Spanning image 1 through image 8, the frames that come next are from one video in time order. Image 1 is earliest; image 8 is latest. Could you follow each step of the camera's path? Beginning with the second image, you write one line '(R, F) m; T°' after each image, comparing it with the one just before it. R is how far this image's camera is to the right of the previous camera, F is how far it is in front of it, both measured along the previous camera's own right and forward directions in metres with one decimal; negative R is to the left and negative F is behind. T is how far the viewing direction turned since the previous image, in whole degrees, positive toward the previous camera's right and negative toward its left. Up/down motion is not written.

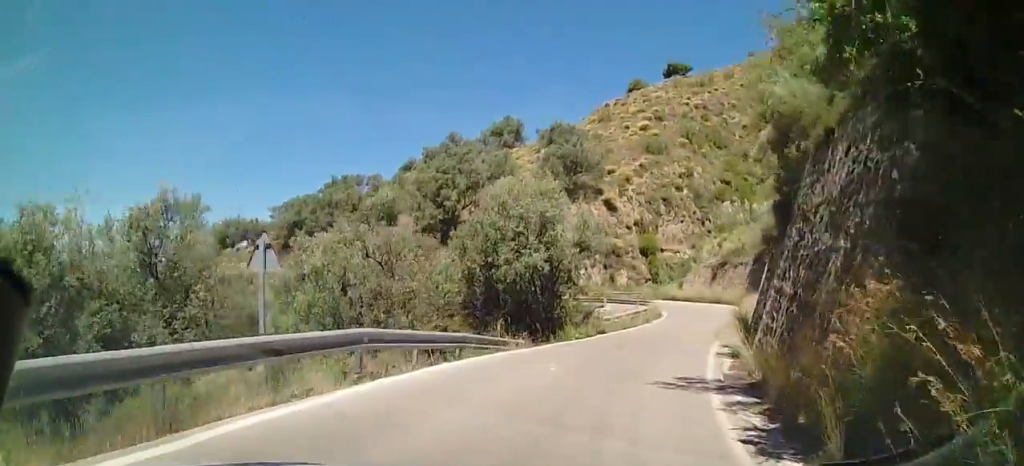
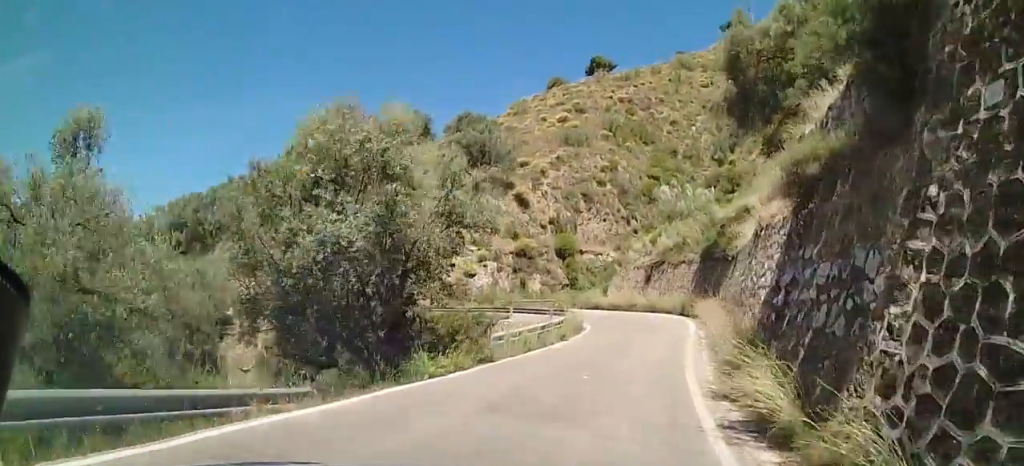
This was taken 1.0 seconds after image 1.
(+0.8, +8.7) m; +12°
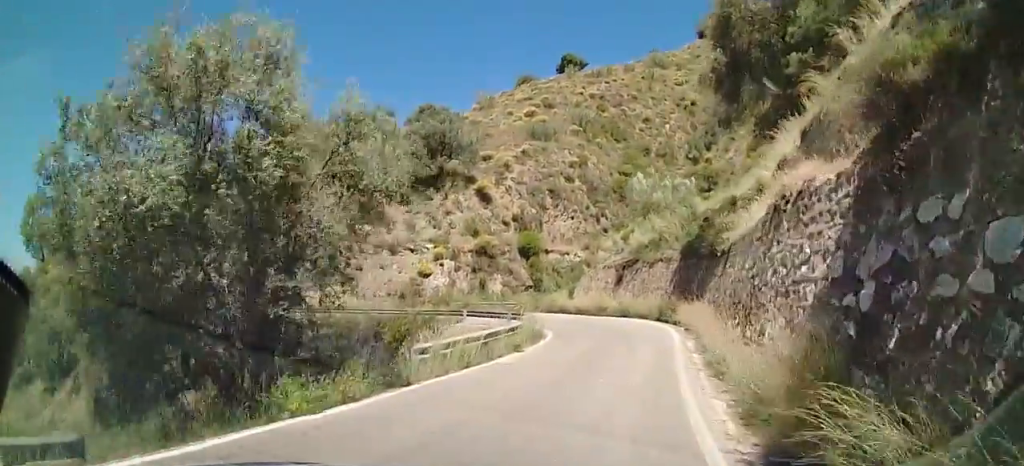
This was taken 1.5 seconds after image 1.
(+0.5, +4.0) m; +4°
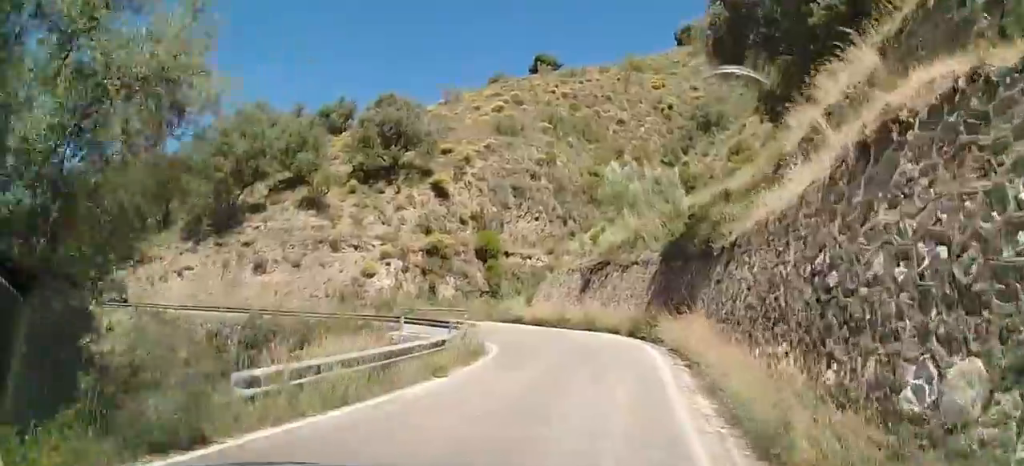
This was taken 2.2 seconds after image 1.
(+0.1, +4.8) m; +1°
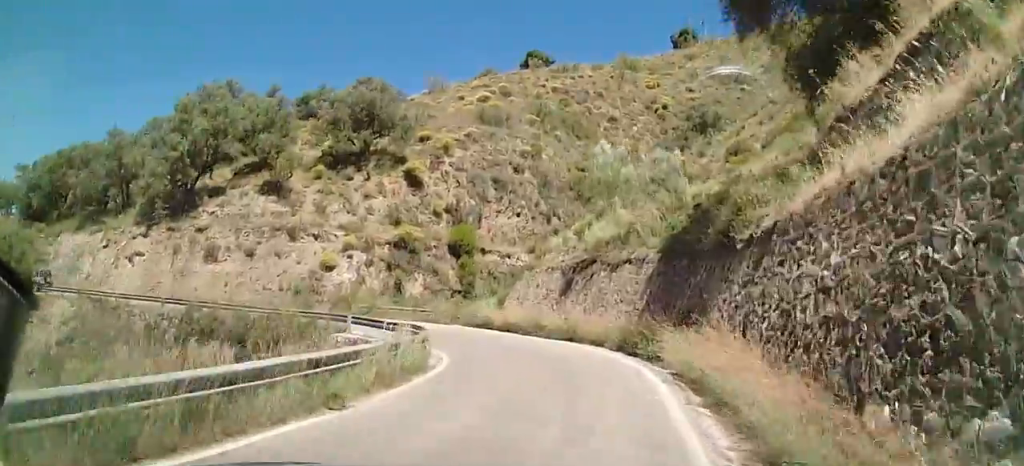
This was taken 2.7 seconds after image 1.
(-0.1, +4.1) m; -1°
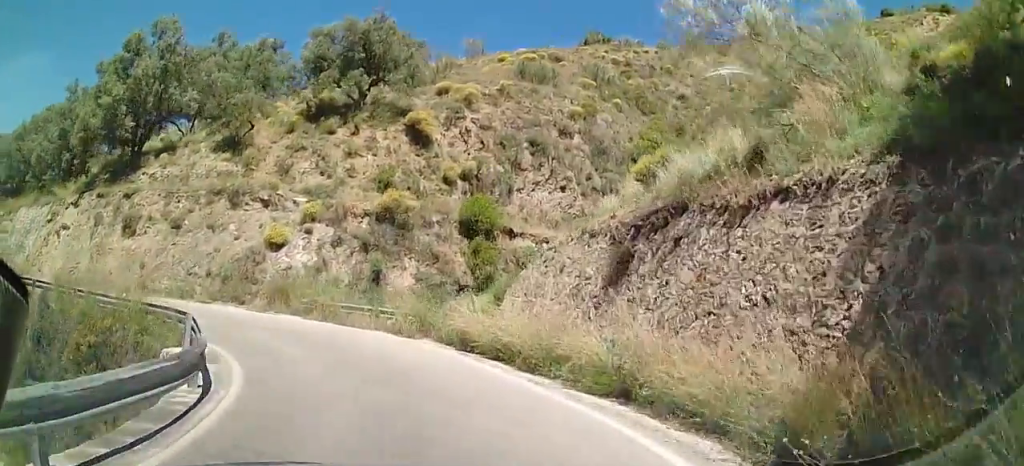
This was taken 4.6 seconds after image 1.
(-0.1, +11.5) m; -8°
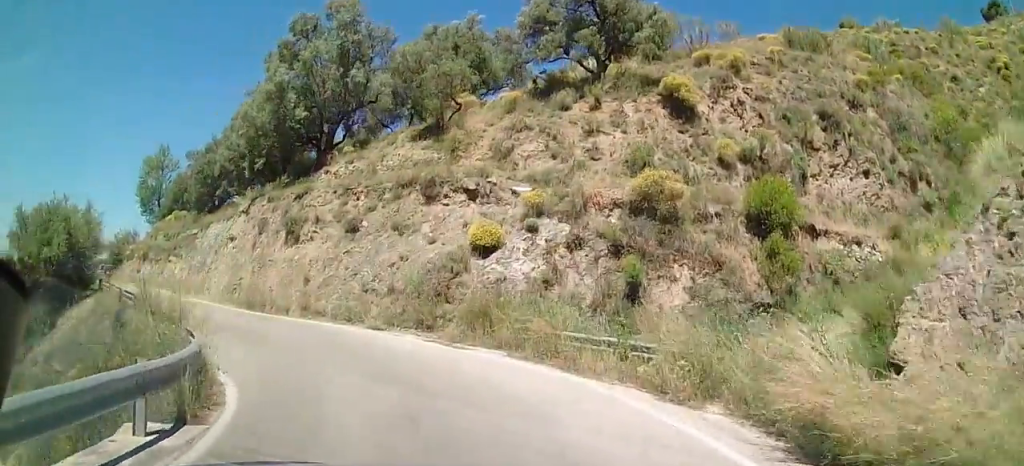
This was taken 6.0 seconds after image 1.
(-1.4, +7.2) m; -23°
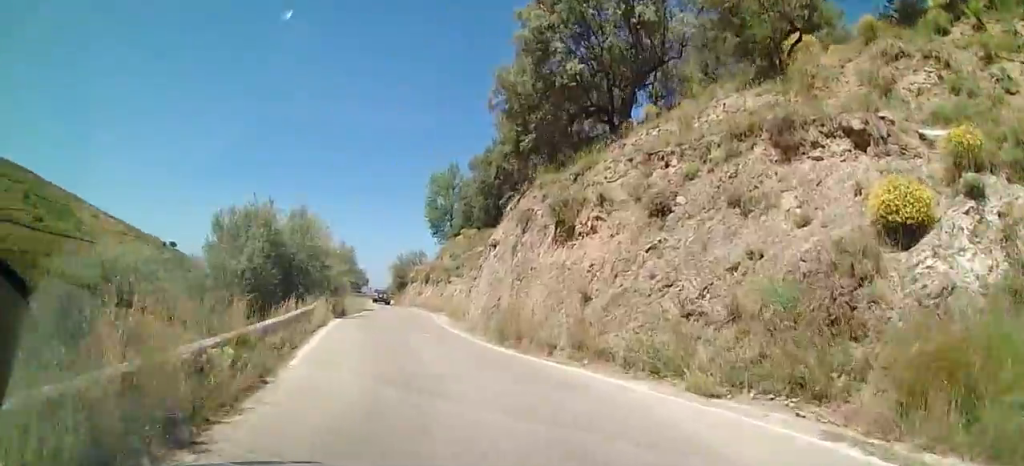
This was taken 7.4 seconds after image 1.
(-1.7, +7.3) m; -27°
